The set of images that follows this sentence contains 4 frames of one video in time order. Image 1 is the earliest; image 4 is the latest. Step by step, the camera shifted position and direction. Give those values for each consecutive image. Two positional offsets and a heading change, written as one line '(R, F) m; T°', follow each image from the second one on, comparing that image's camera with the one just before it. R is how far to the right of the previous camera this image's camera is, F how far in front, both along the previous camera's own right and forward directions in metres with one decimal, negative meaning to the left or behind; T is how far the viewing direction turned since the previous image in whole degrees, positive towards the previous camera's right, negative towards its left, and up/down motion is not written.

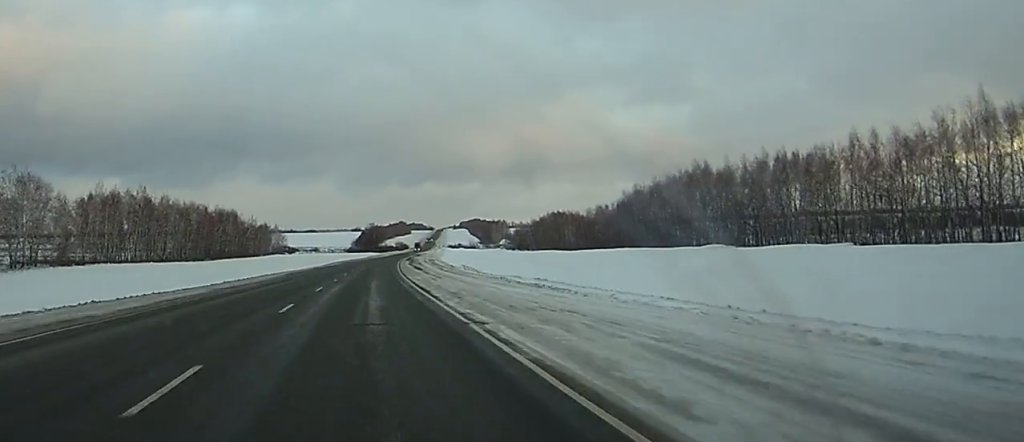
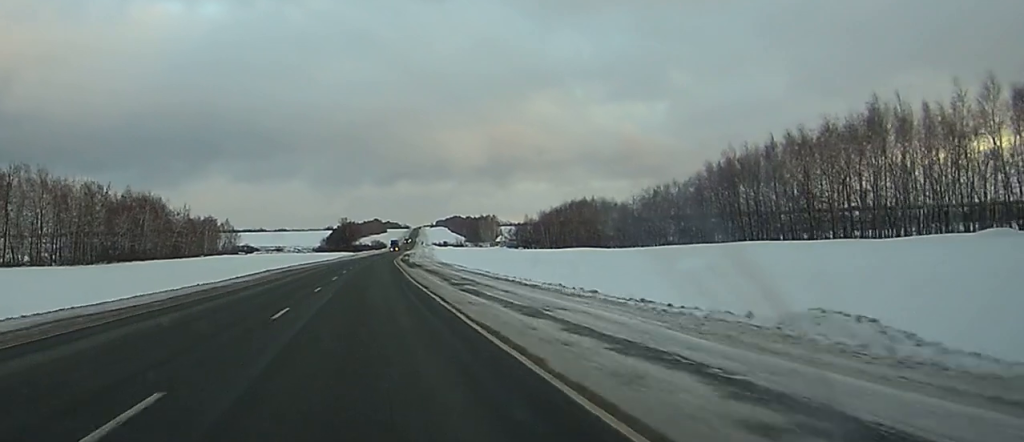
(+0.8, +73.7) m; +1°
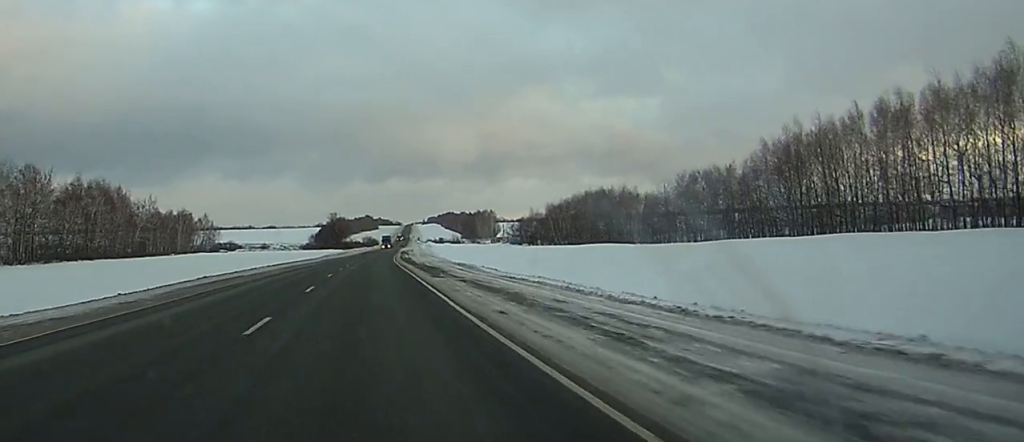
(+0.1, +27.8) m; +1°
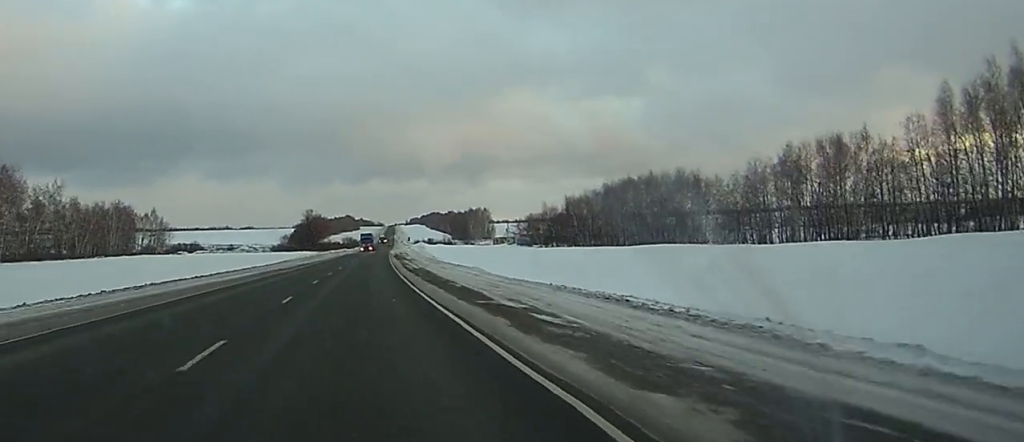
(+0.8, +51.6) m; +2°
